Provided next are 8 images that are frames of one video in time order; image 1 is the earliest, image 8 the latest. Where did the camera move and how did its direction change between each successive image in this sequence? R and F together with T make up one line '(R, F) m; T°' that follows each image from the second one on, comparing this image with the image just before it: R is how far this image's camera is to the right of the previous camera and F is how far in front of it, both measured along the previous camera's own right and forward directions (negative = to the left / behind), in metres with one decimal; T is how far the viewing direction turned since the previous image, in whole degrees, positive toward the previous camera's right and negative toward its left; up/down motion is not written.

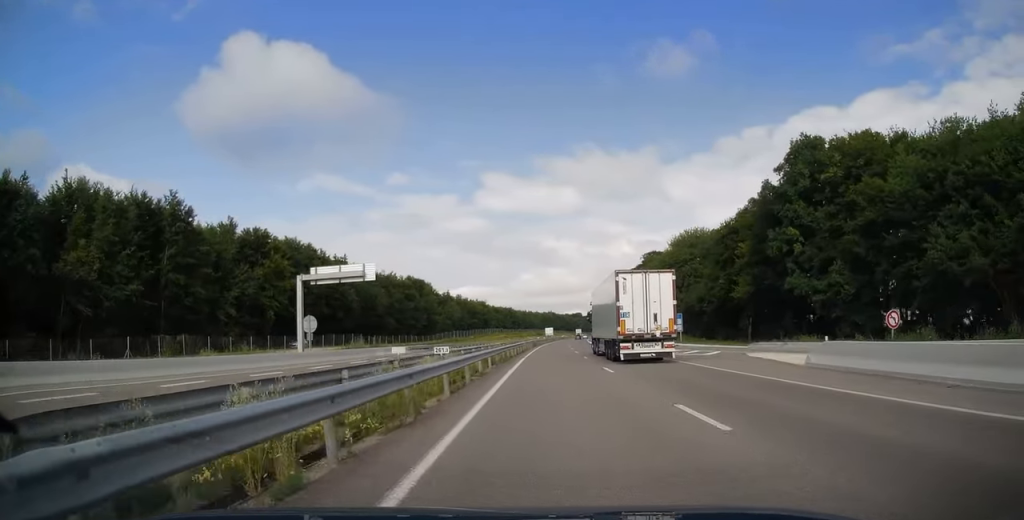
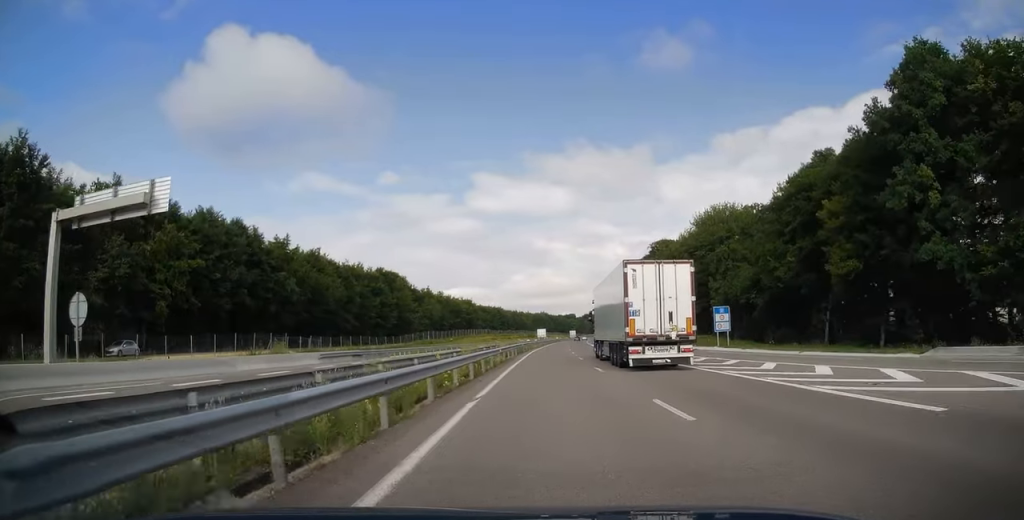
(-0.1, +24.9) m; +1°
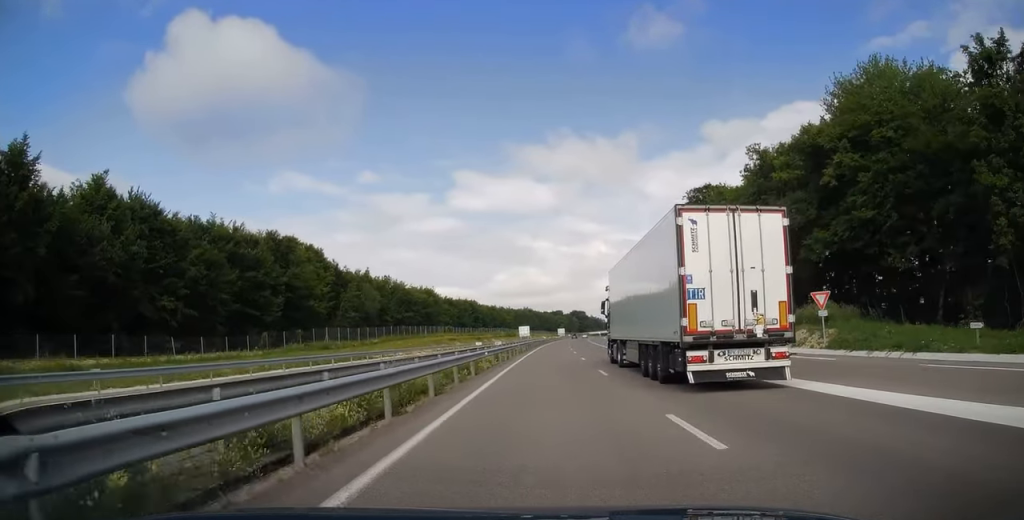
(+1.6, +54.6) m; +2°
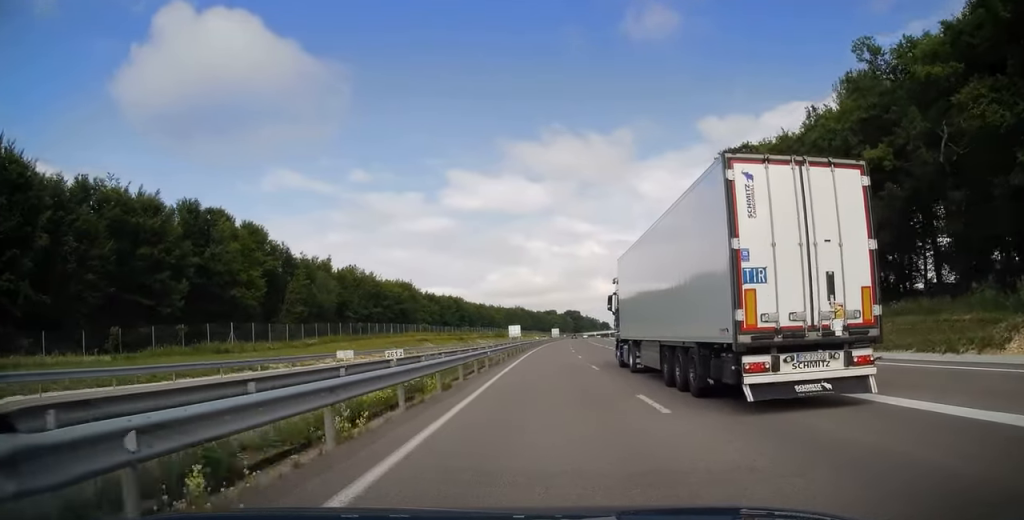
(-0.2, +22.9) m; +1°
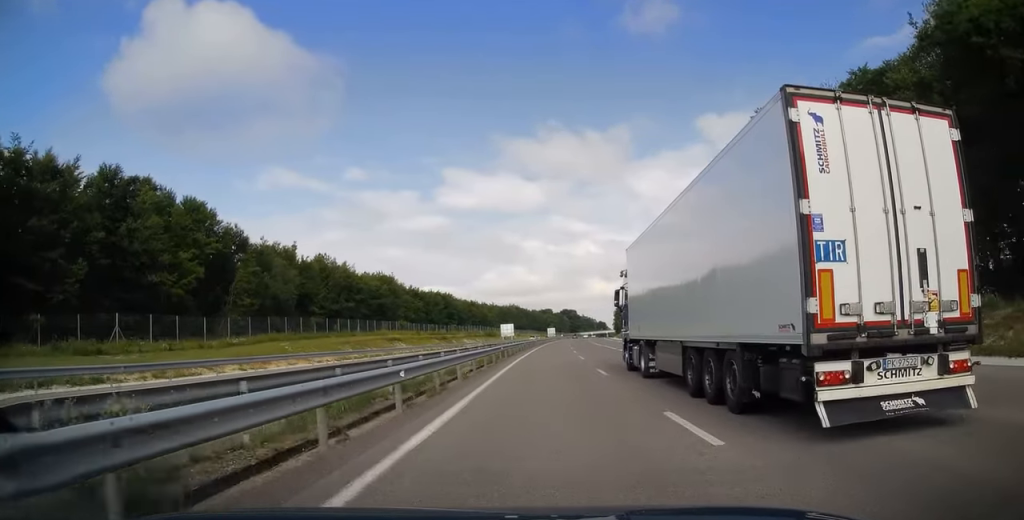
(-0.1, +16.1) m; 0°
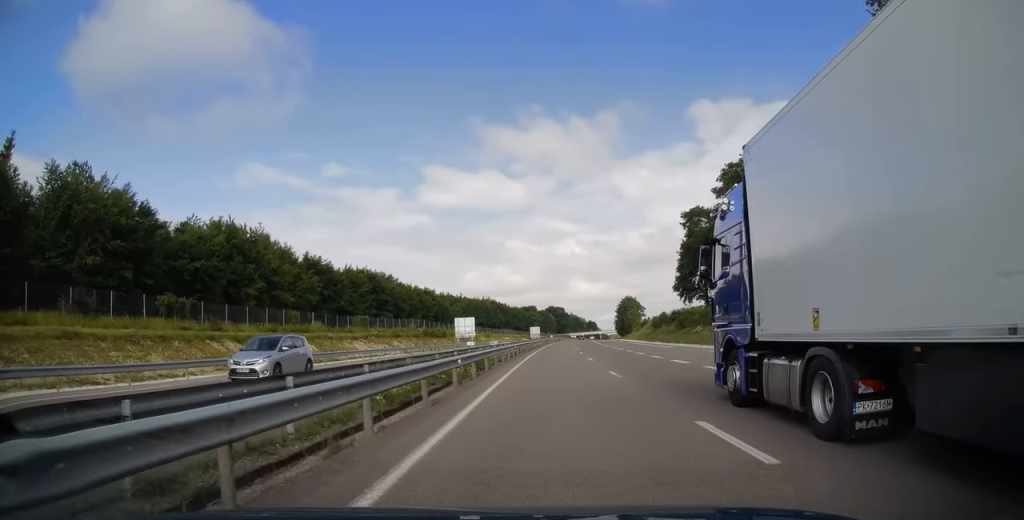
(+1.0, +66.4) m; +2°
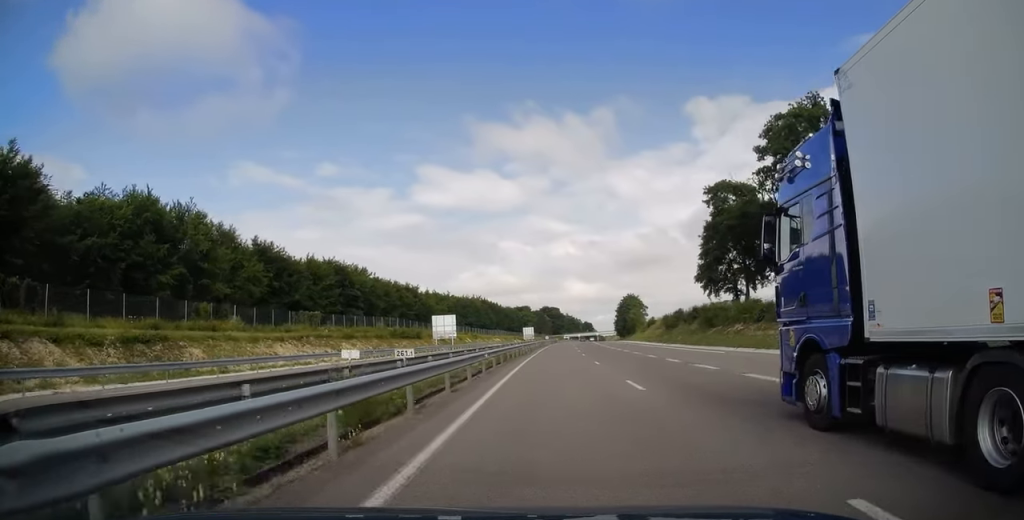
(+0.1, +17.6) m; +1°
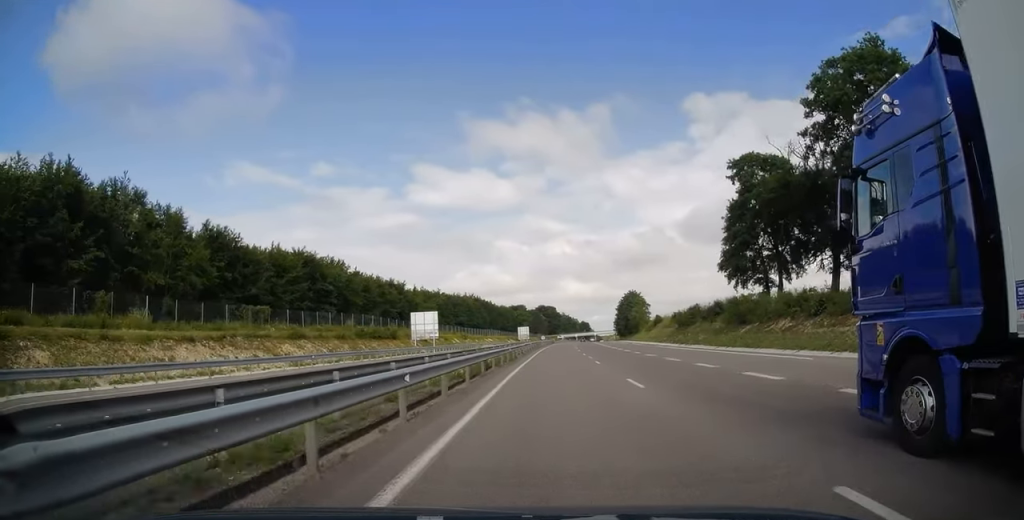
(+0.2, +12.7) m; 0°
